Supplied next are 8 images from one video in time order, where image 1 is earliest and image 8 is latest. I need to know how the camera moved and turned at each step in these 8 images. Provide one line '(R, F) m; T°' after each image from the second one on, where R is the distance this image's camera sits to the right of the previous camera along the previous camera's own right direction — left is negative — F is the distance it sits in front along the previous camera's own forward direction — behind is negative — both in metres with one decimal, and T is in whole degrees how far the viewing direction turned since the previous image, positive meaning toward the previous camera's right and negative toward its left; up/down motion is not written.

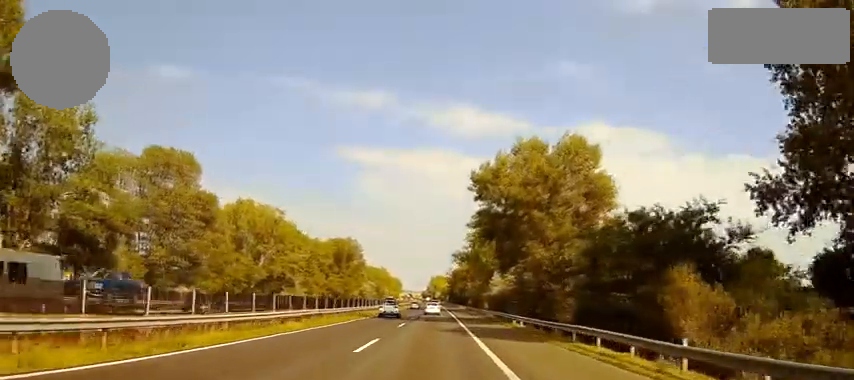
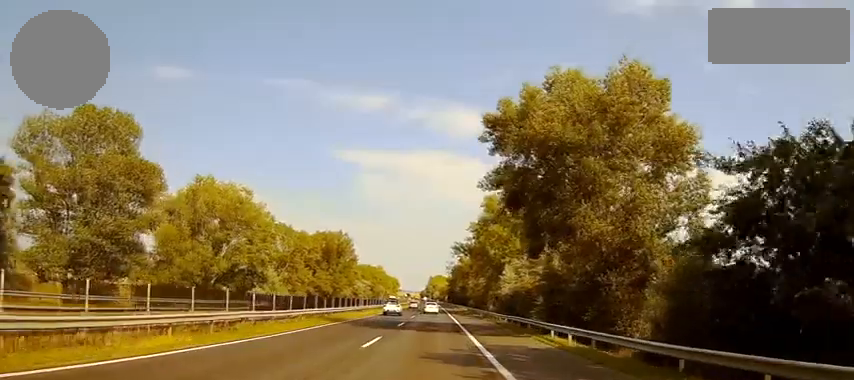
(+0.1, +15.5) m; 0°
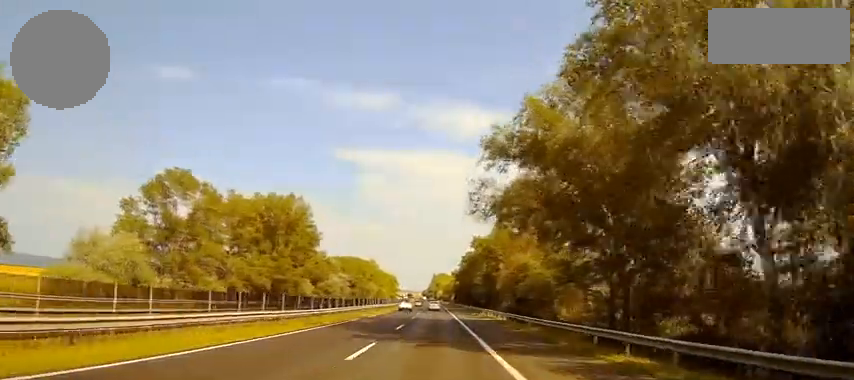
(-1.1, +58.2) m; -1°
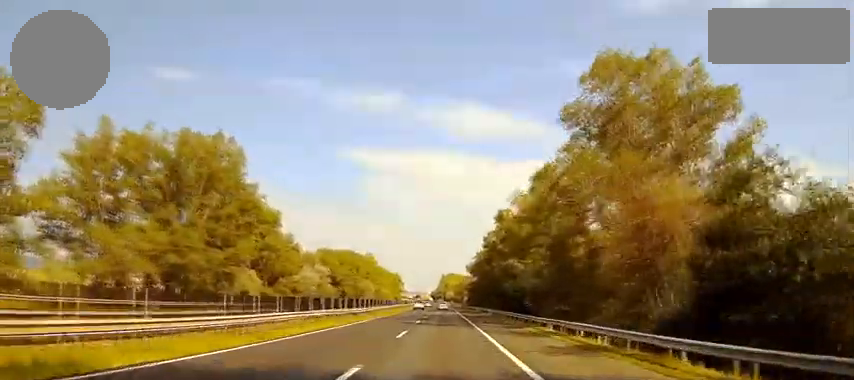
(+1.2, +42.8) m; +2°
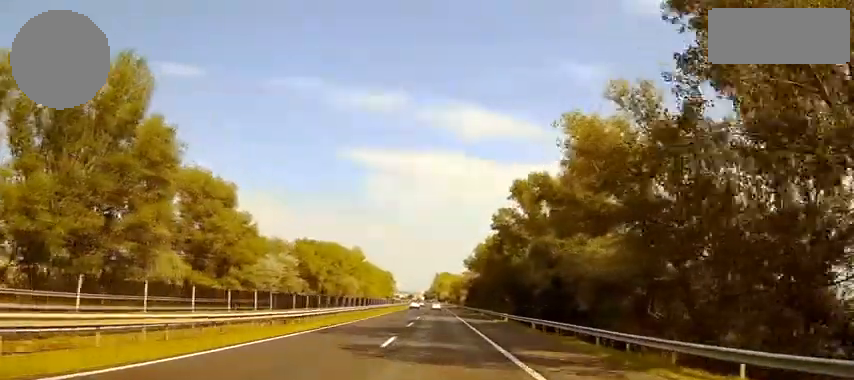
(0.0, +23.9) m; 0°
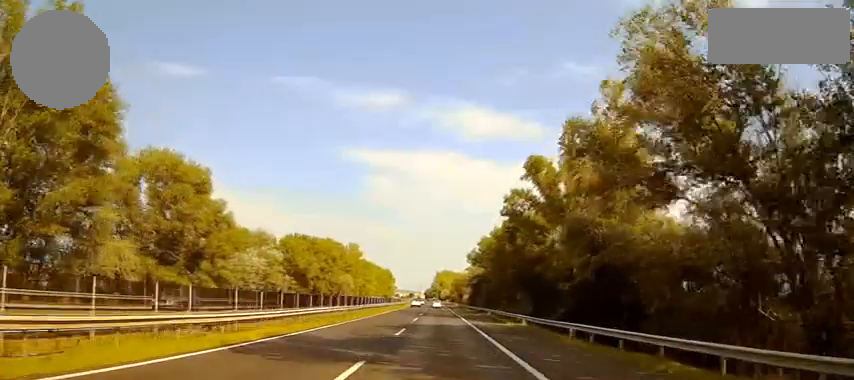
(0.0, +11.4) m; 0°
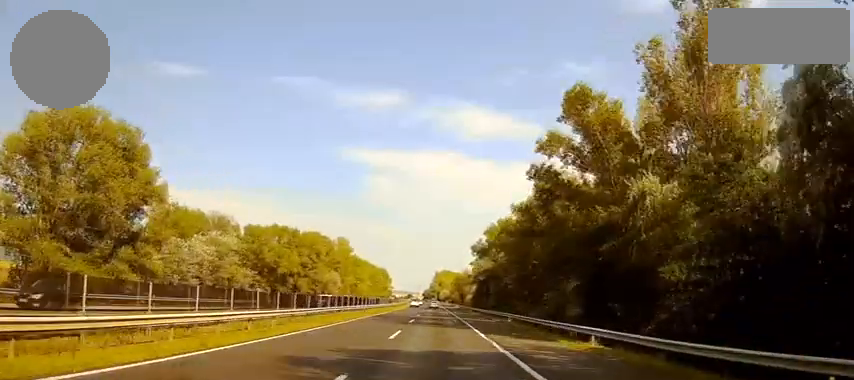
(-0.1, +20.5) m; -1°
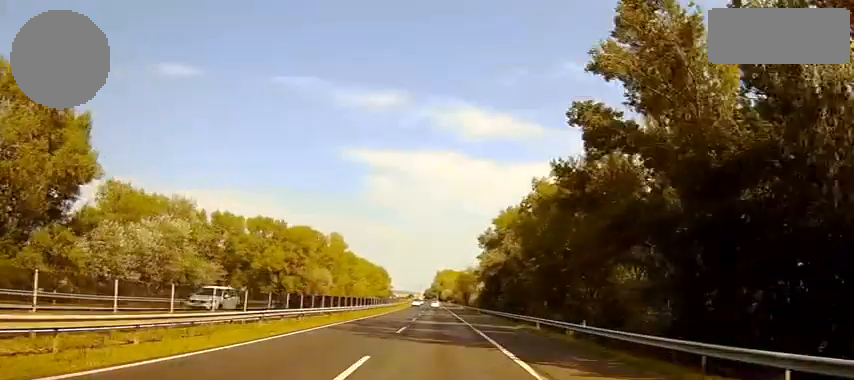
(0.0, +14.2) m; 0°
